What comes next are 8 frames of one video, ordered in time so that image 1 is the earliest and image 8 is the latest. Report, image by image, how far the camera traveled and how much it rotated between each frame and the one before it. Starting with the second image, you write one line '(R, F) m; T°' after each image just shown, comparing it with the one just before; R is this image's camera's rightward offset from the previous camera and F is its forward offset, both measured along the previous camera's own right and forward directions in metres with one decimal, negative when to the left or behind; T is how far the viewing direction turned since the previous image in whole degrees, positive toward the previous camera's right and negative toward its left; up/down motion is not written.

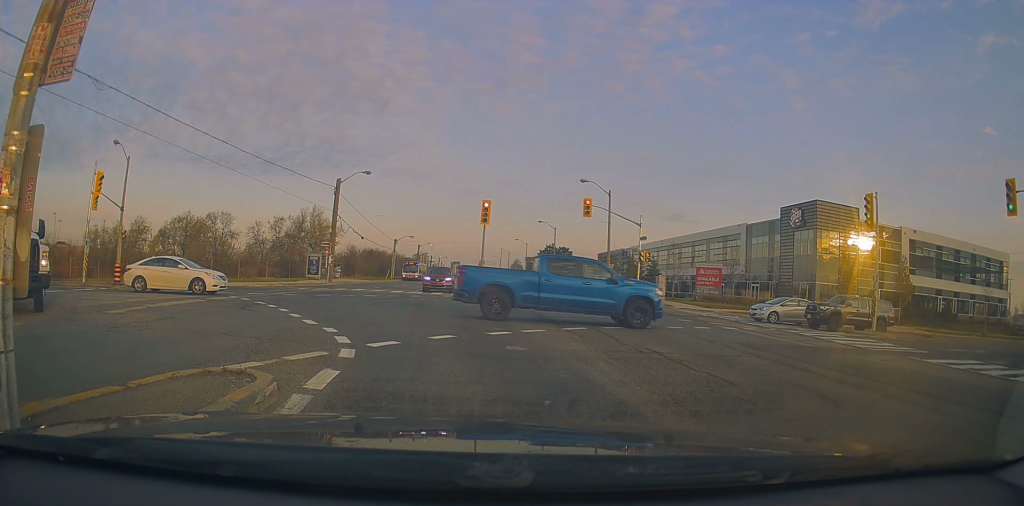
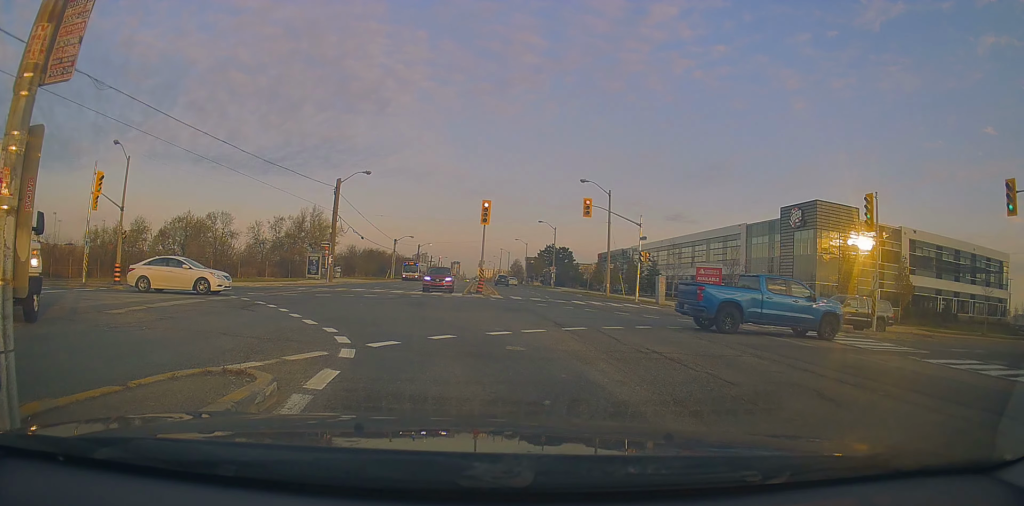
(0.0, 0.0) m; 0°
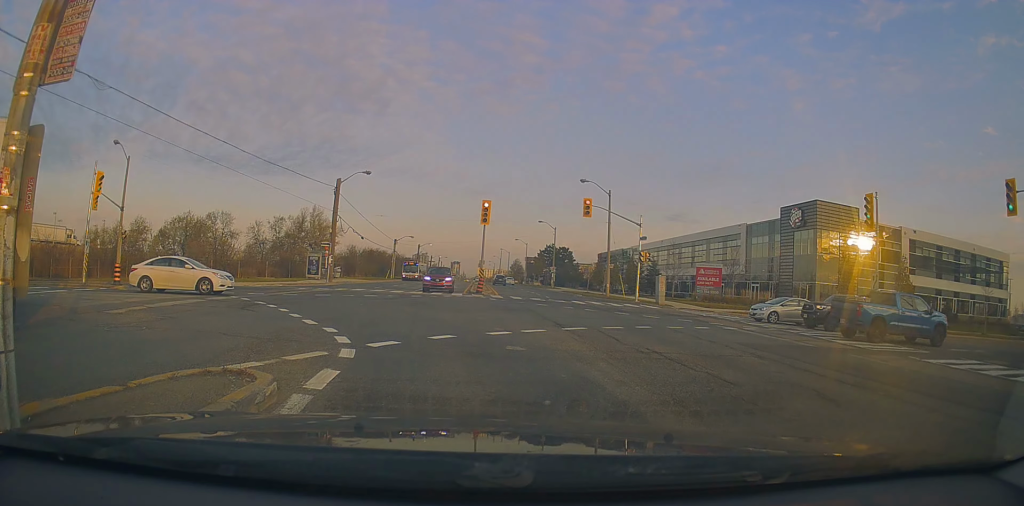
(0.0, 0.0) m; 0°
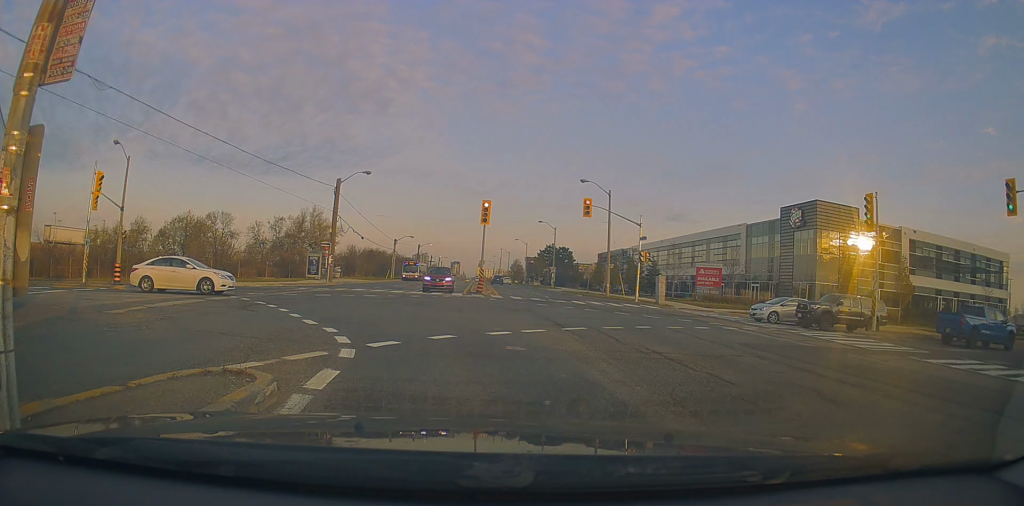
(0.0, 0.0) m; 0°
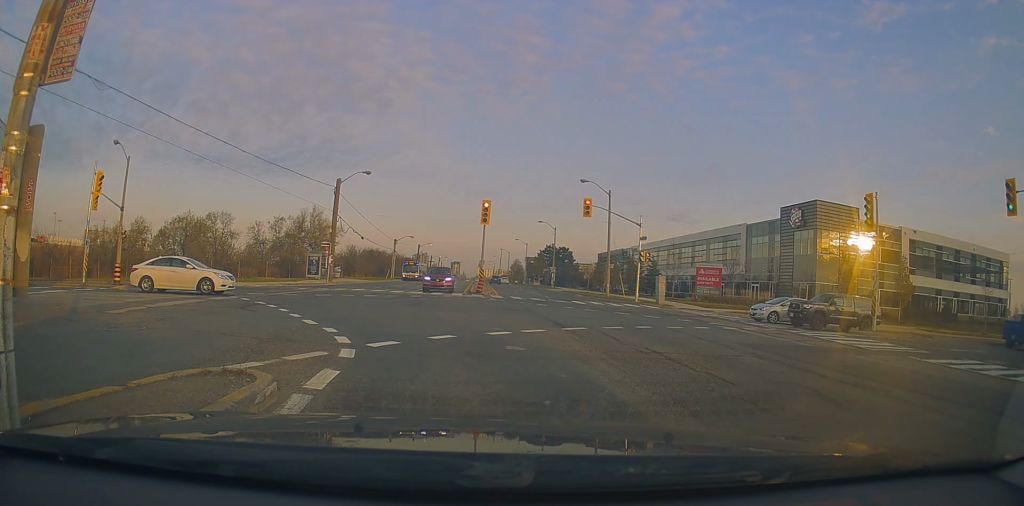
(0.0, 0.0) m; 0°
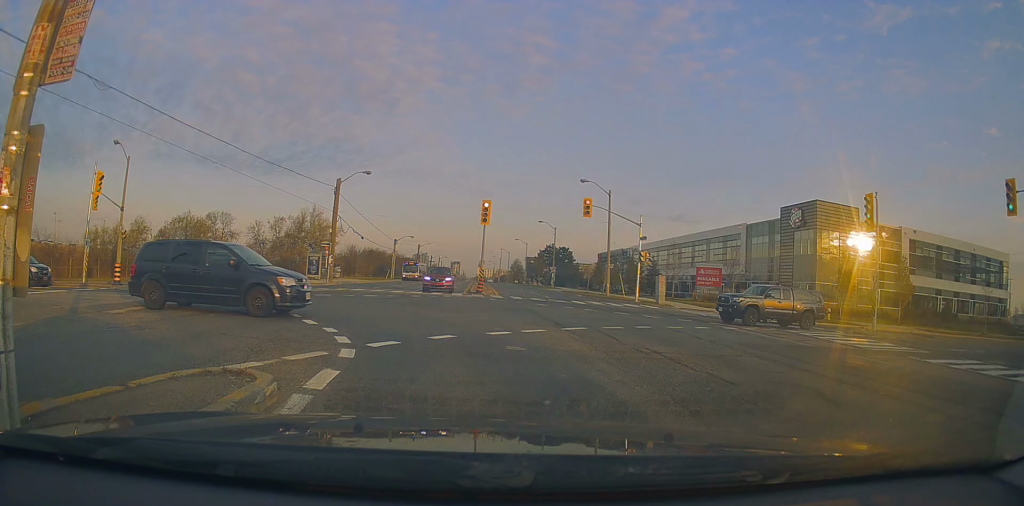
(0.0, 0.0) m; 0°
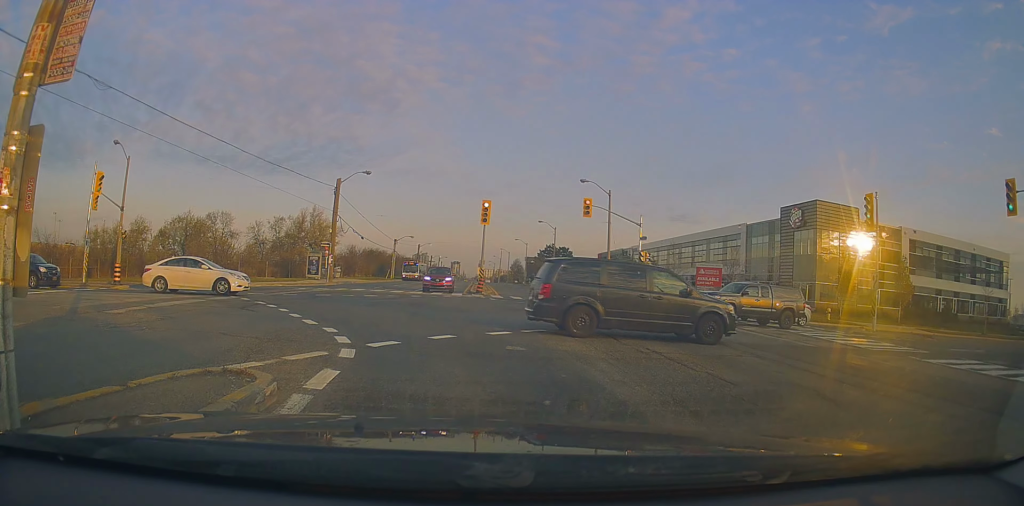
(0.0, 0.0) m; 0°
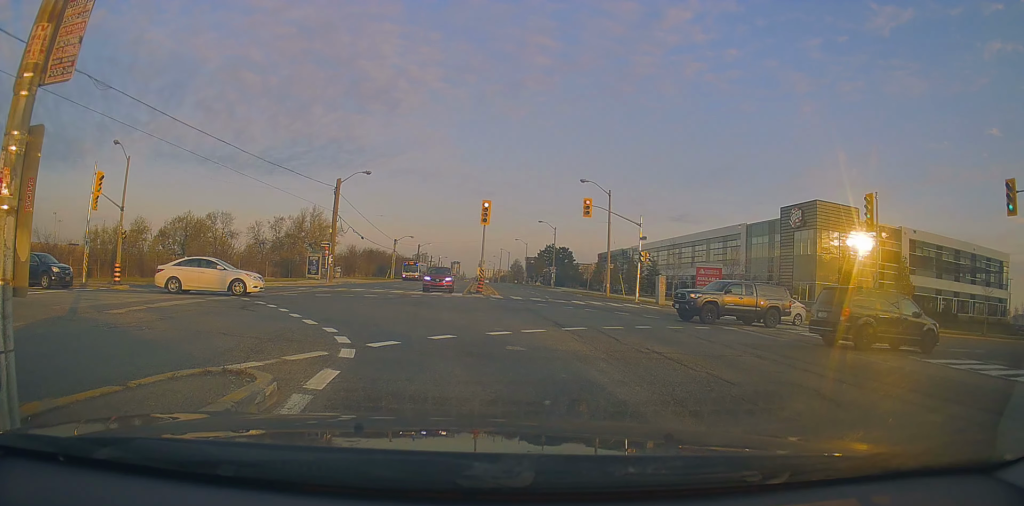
(0.0, 0.0) m; 0°
